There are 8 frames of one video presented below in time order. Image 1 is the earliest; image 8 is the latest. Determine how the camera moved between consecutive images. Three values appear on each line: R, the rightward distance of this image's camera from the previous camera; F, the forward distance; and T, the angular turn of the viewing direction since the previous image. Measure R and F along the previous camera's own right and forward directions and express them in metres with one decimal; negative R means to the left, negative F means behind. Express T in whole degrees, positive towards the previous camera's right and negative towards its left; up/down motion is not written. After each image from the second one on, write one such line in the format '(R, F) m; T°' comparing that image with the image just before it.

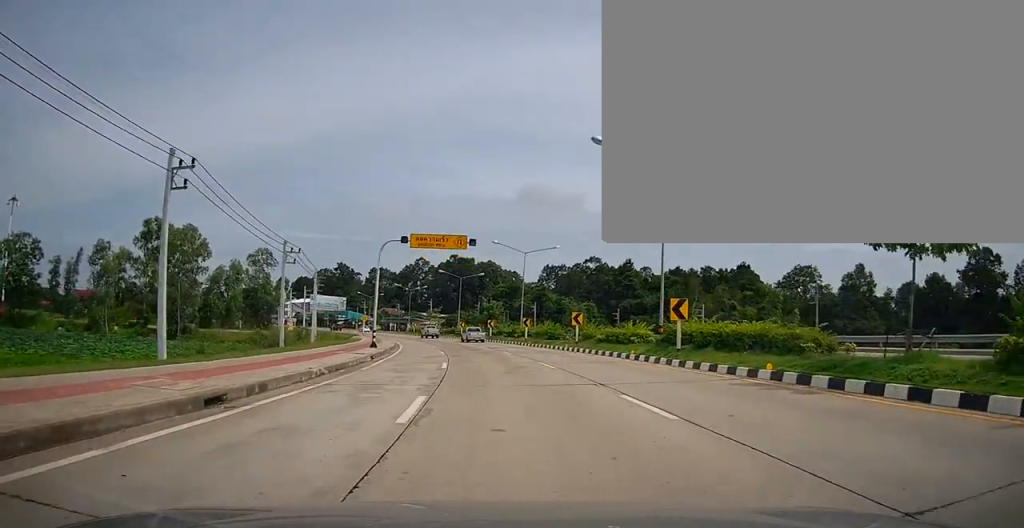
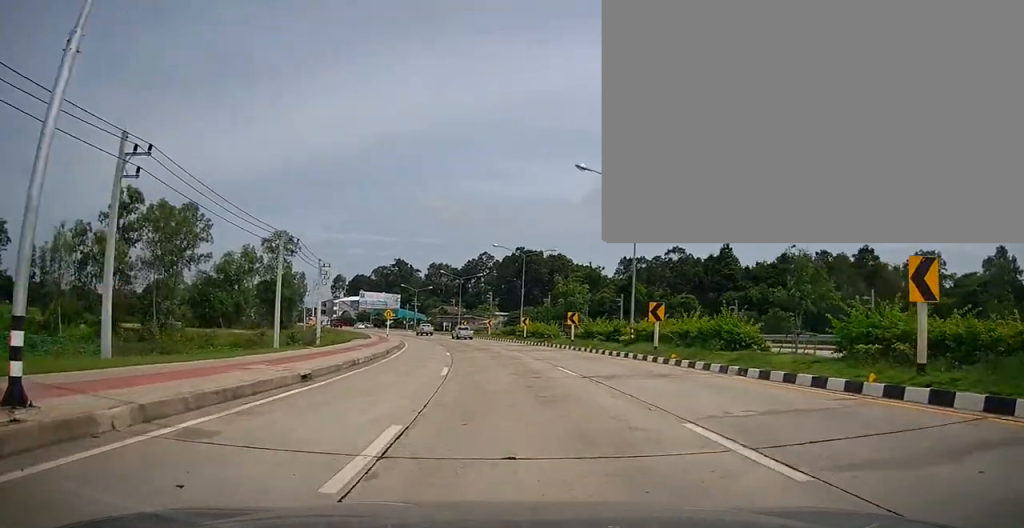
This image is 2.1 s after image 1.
(-1.3, +26.1) m; -5°
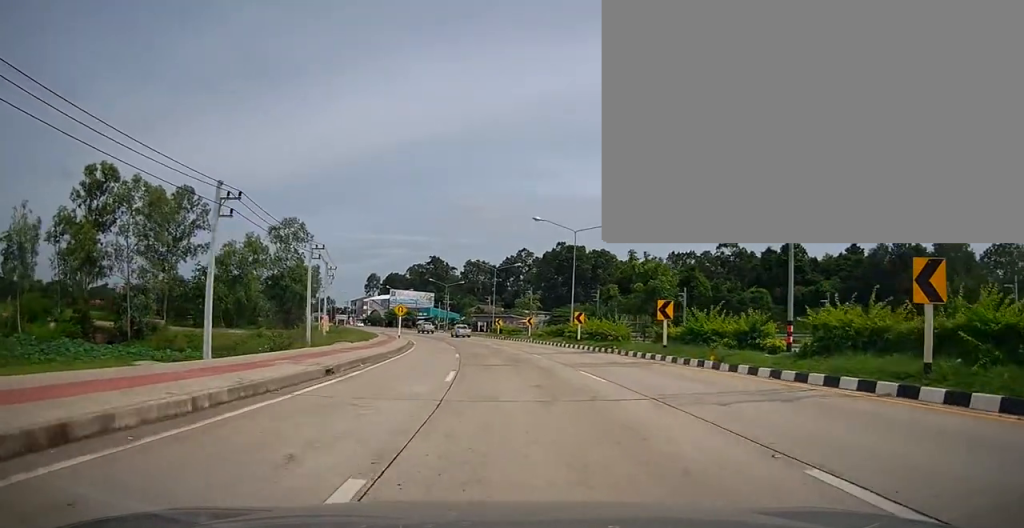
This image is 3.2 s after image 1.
(-0.5, +14.0) m; -5°
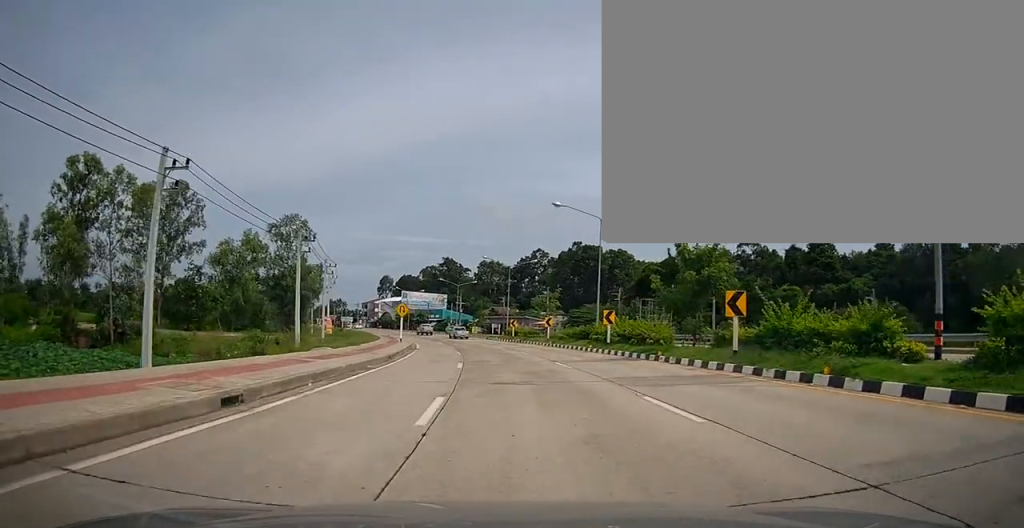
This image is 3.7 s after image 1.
(-0.1, +5.9) m; -2°
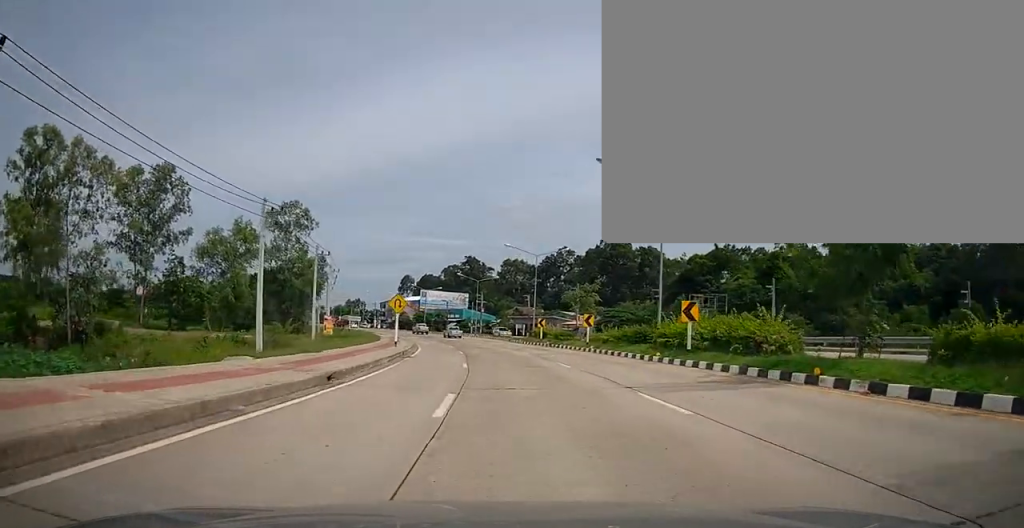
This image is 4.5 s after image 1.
(-0.3, +10.6) m; -1°
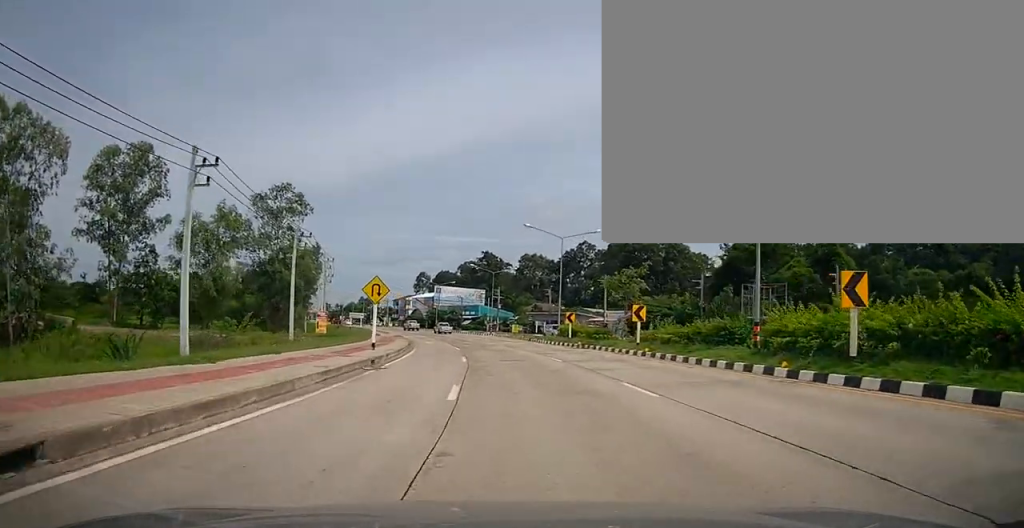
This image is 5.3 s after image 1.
(-0.1, +9.7) m; -1°
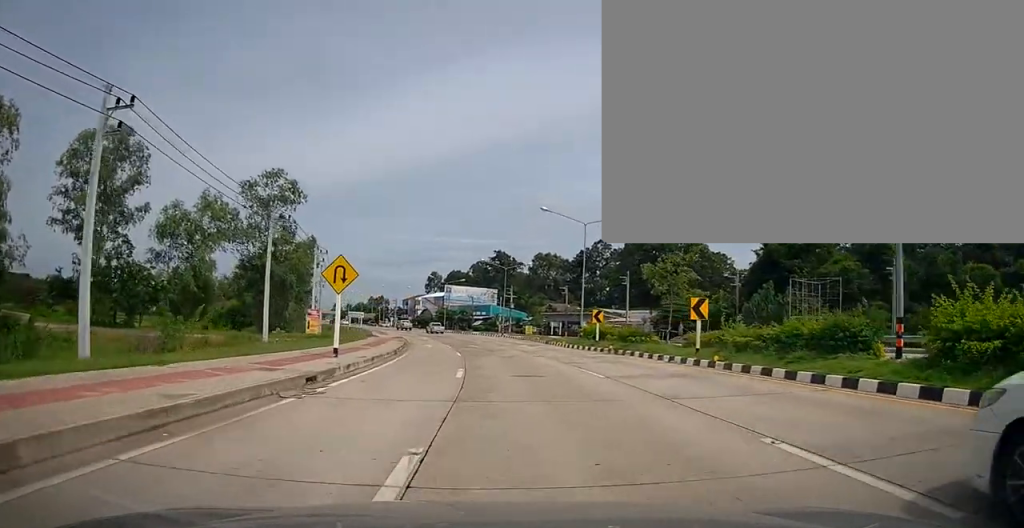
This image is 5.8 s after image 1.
(0.0, +6.9) m; -1°
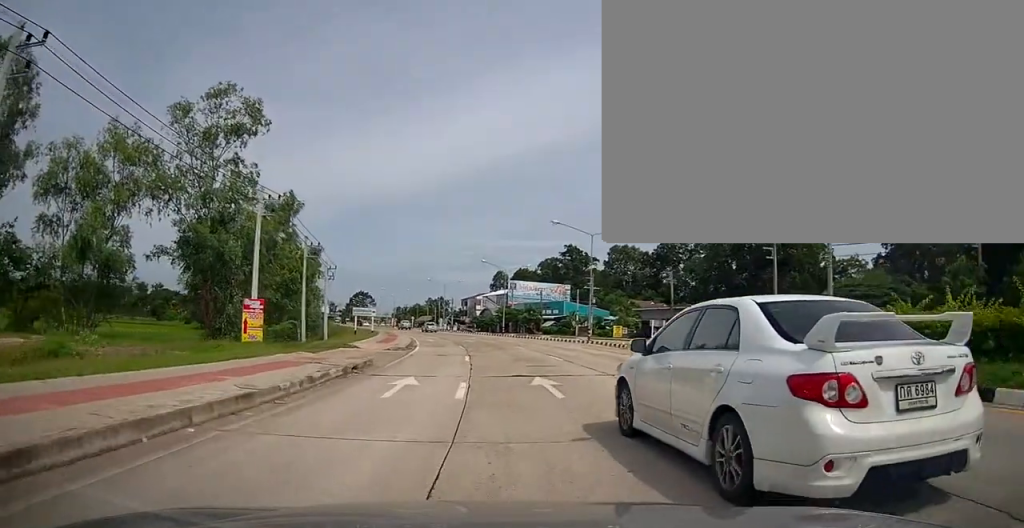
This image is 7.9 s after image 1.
(-2.0, +26.3) m; -9°
